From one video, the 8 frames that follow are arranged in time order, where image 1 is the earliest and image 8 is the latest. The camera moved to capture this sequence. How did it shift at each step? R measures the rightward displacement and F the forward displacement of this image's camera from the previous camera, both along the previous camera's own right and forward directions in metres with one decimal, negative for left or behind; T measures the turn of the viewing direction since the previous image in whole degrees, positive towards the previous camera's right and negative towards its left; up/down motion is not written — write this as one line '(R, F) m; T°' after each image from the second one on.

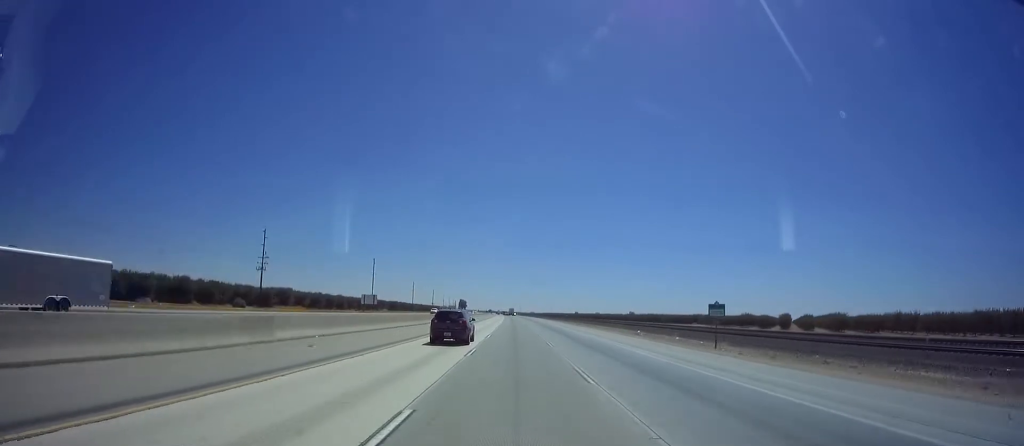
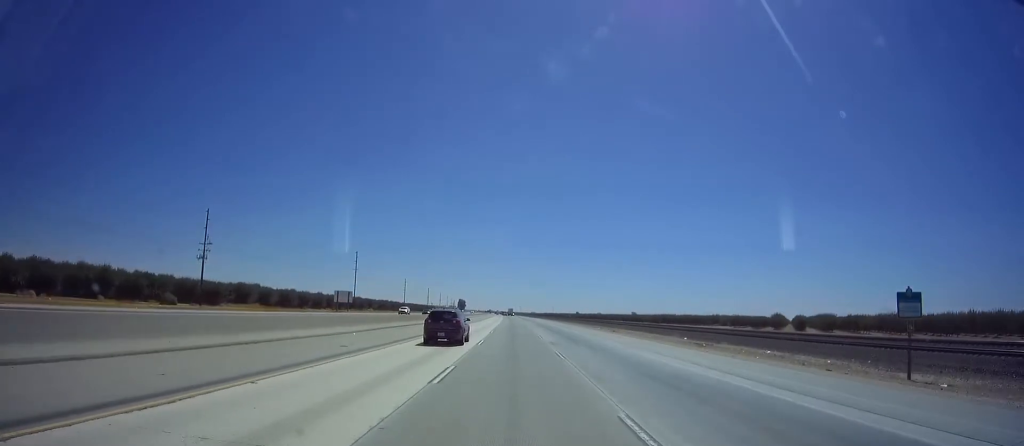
(-0.1, +22.2) m; +1°
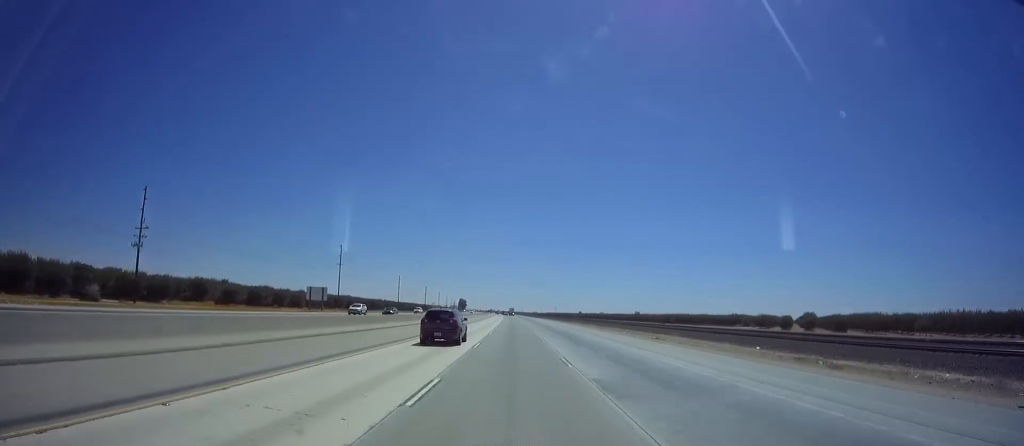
(+0.3, +17.8) m; 0°
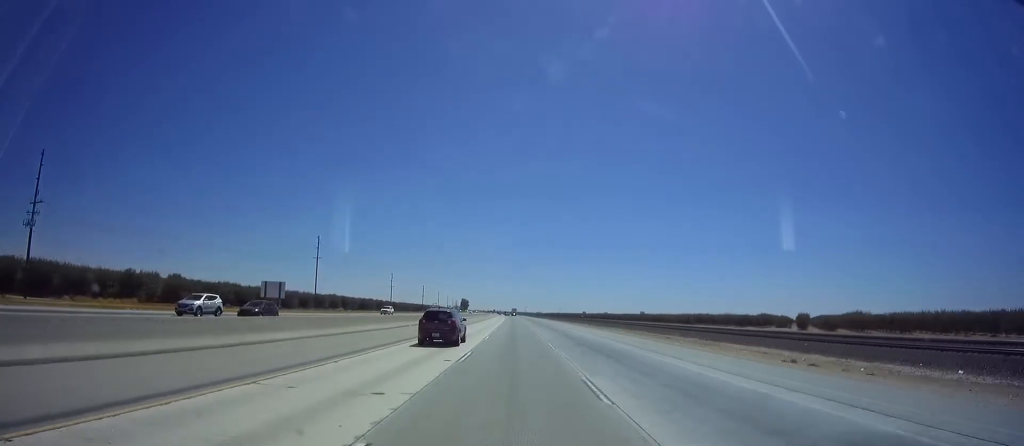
(+0.3, +21.1) m; 0°
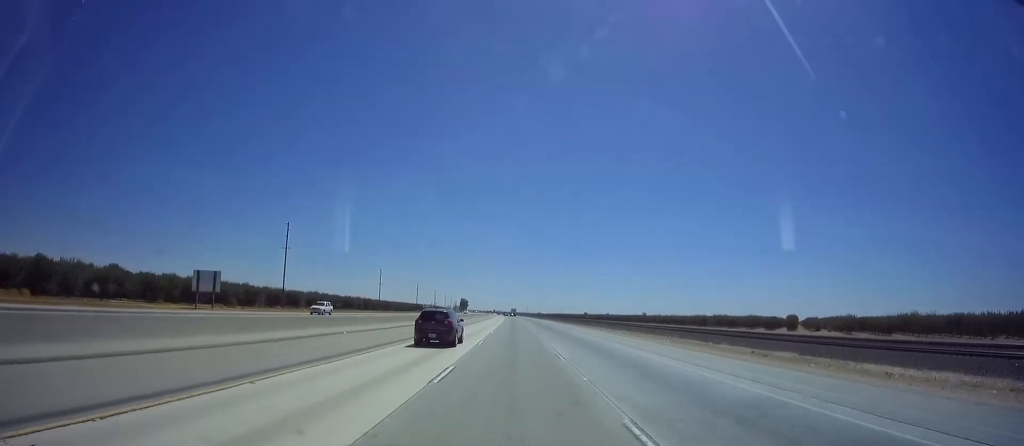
(-0.4, +20.0) m; -1°
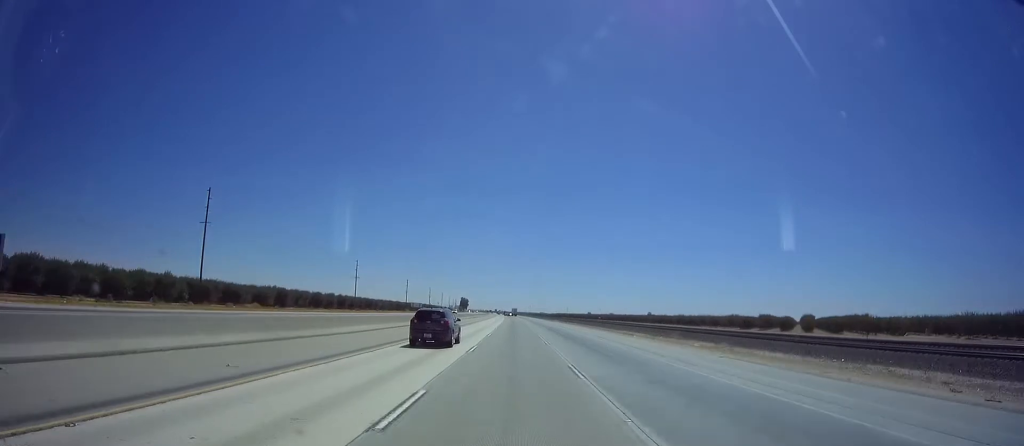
(-0.2, +34.5) m; -1°
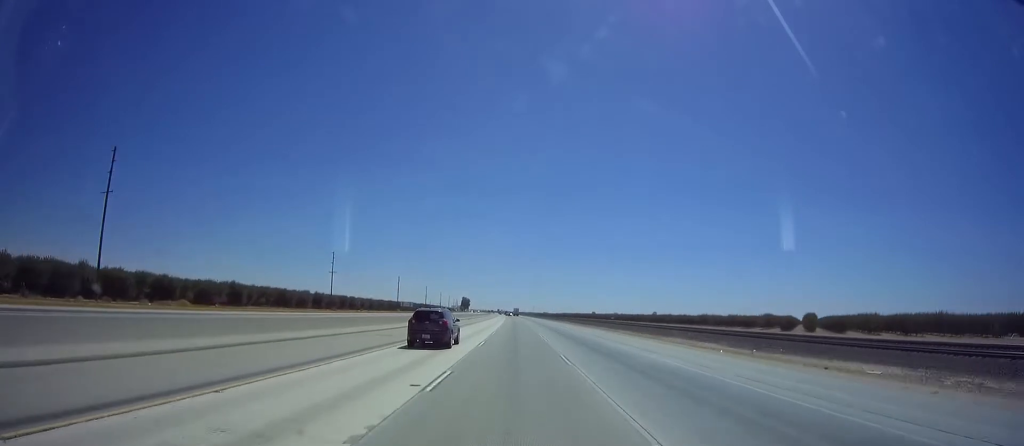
(-0.3, +25.6) m; 0°
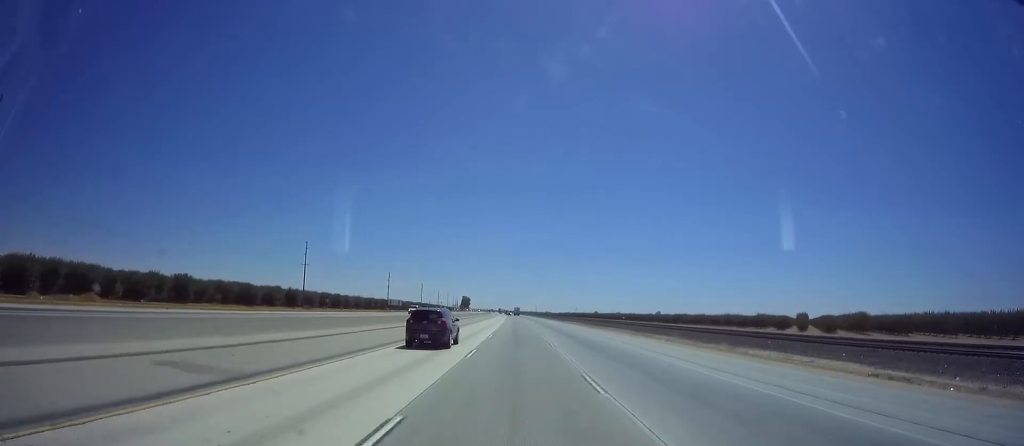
(-0.3, +21.1) m; 0°
